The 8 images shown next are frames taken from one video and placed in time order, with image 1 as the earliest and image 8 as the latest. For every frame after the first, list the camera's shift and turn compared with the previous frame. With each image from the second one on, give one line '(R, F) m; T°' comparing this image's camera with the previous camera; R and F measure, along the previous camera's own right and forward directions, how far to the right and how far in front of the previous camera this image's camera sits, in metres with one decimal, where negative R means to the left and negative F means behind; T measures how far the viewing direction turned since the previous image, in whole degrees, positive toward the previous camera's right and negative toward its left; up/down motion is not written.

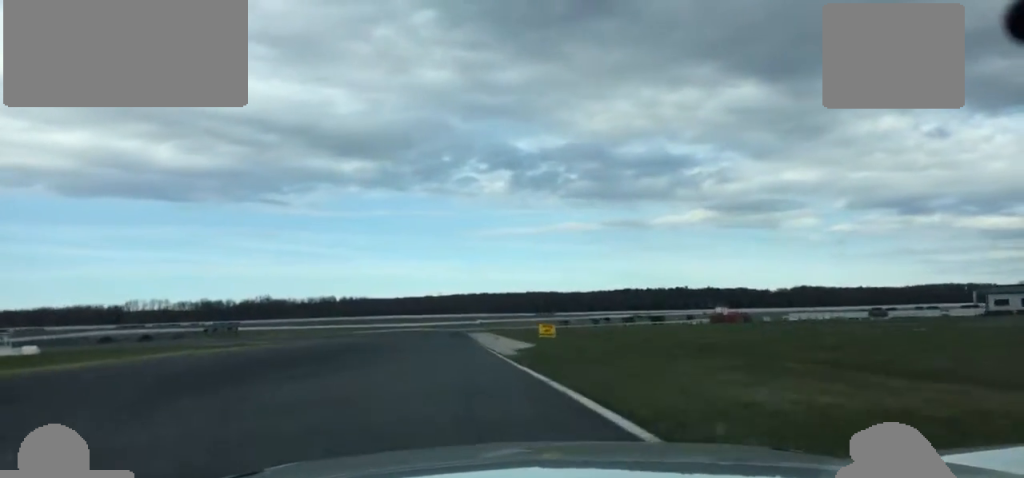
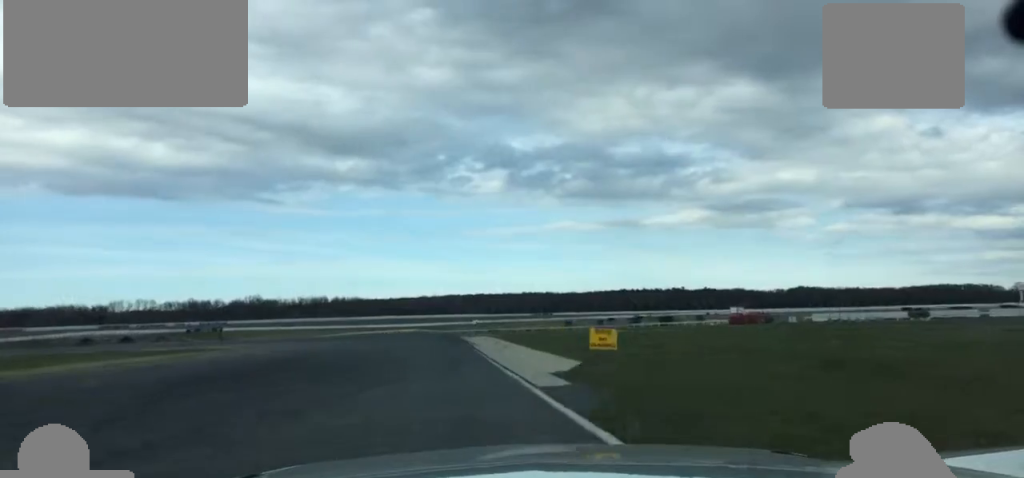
(-0.1, +12.8) m; -1°
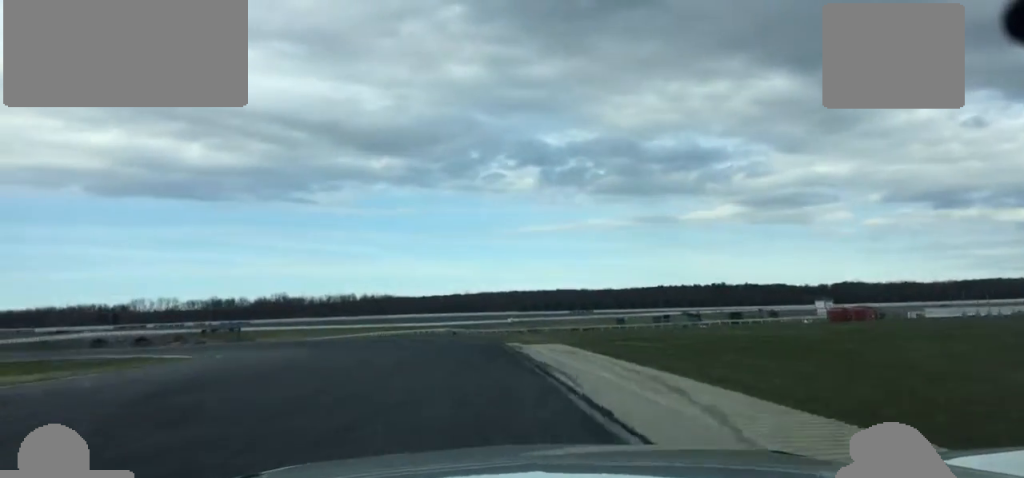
(-0.2, +23.9) m; -3°
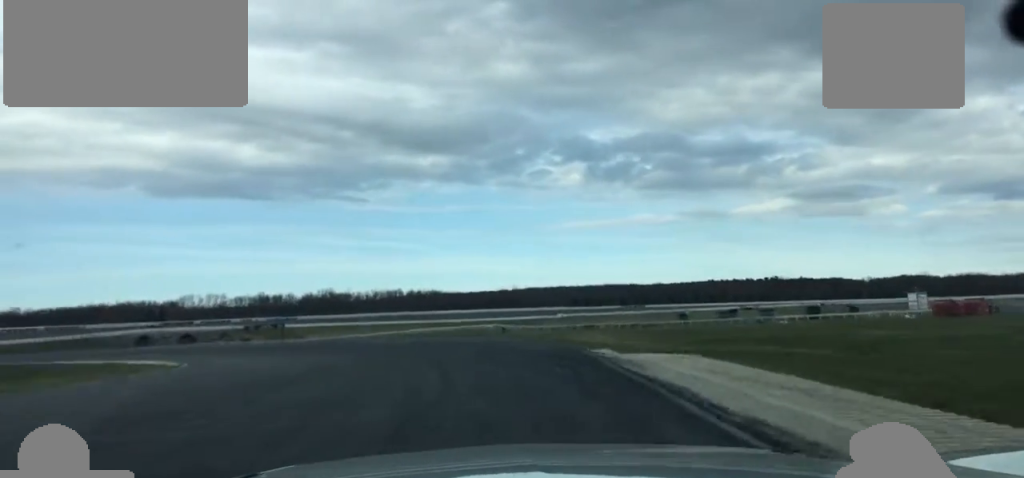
(+0.1, +12.1) m; -3°
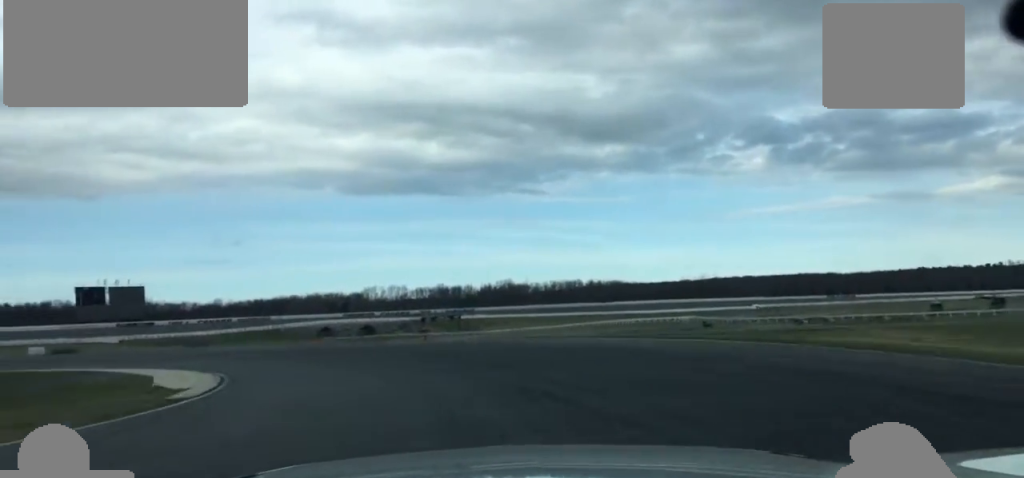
(-1.0, +20.3) m; -12°
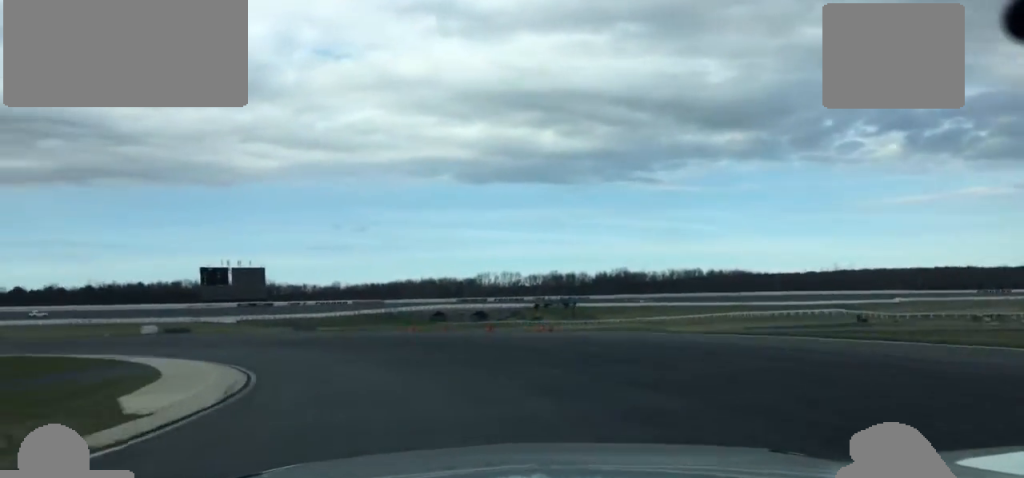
(-1.7, +10.4) m; -6°
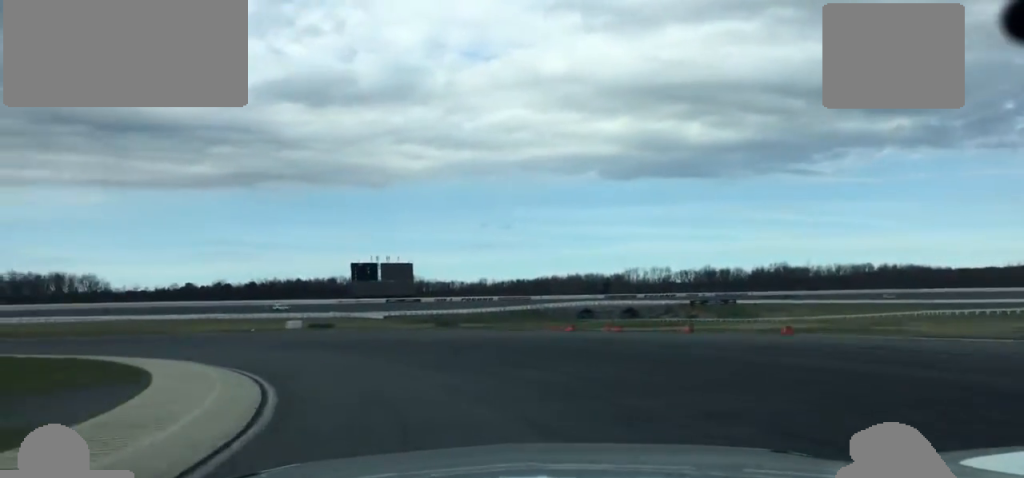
(-1.0, +12.5) m; -8°
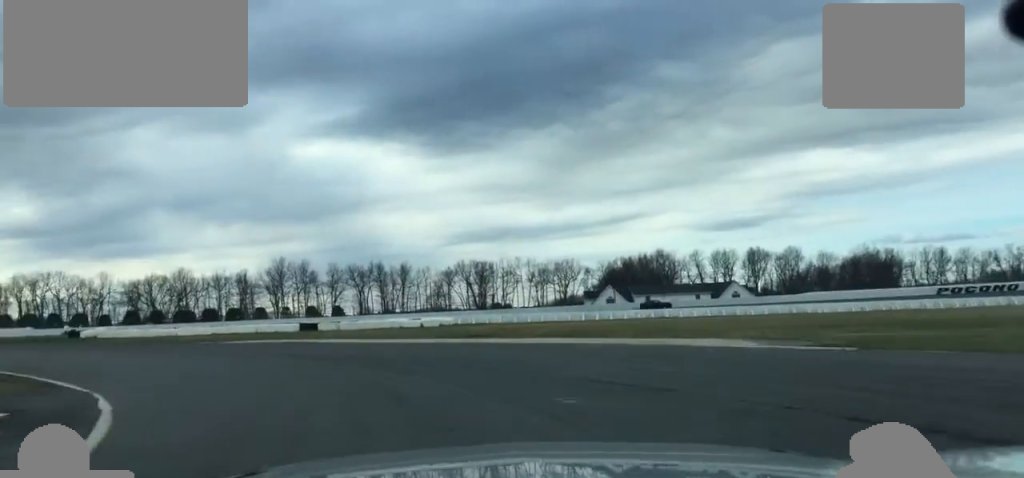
(-34.4, +49.2) m; -66°
